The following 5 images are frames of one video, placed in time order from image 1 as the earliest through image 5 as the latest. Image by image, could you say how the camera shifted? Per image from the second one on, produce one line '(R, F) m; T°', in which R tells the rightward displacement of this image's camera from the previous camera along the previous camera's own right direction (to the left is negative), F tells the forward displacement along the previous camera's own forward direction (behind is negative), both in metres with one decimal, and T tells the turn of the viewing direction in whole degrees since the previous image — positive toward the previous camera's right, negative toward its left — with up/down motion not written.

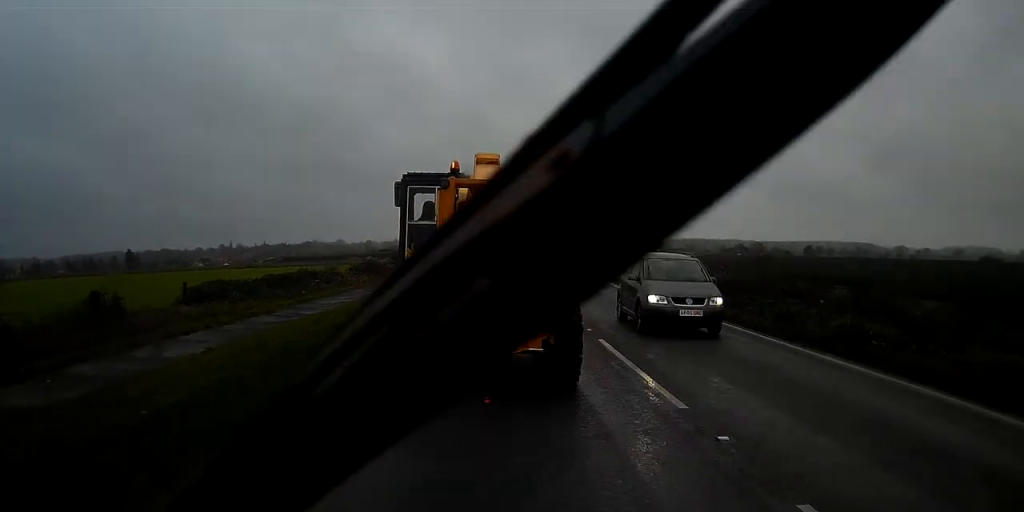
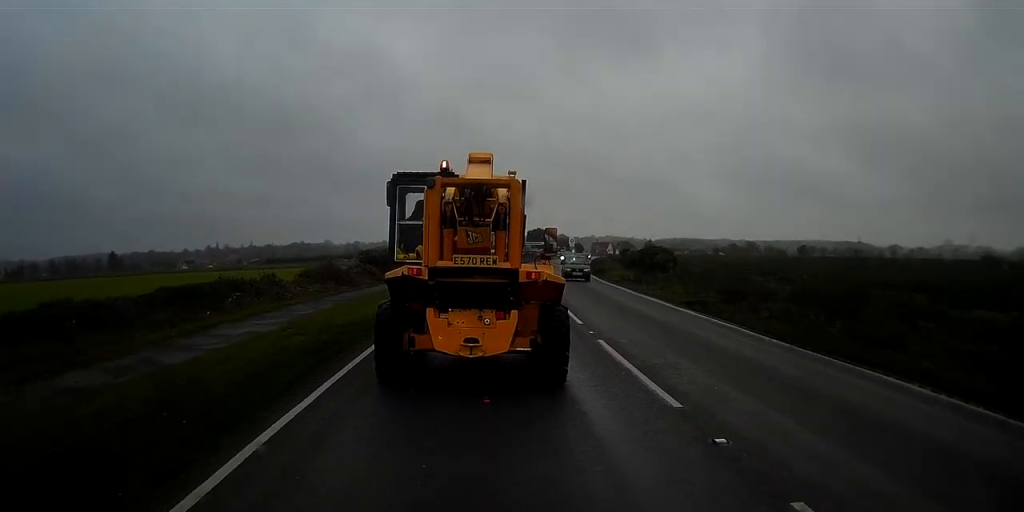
(+0.1, +9.1) m; +2°
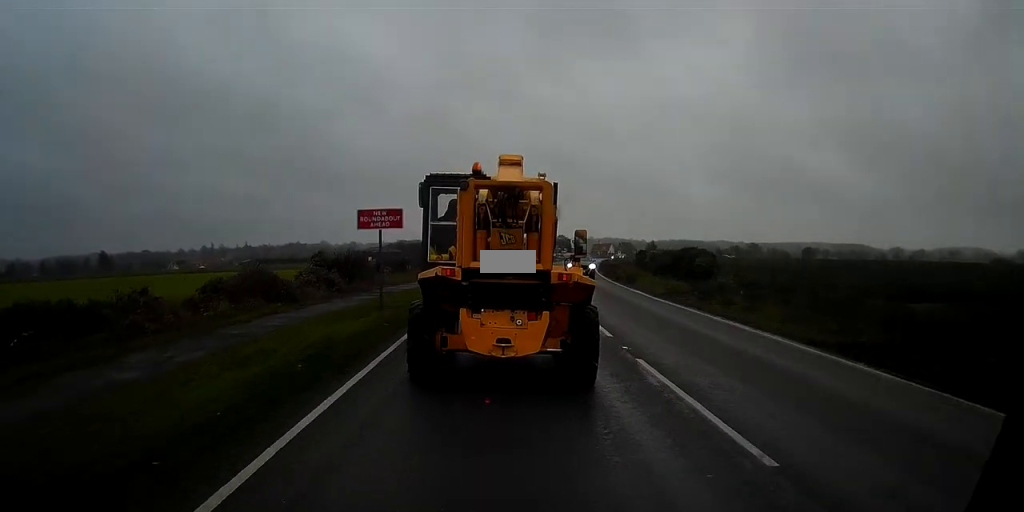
(0.0, +11.4) m; 0°
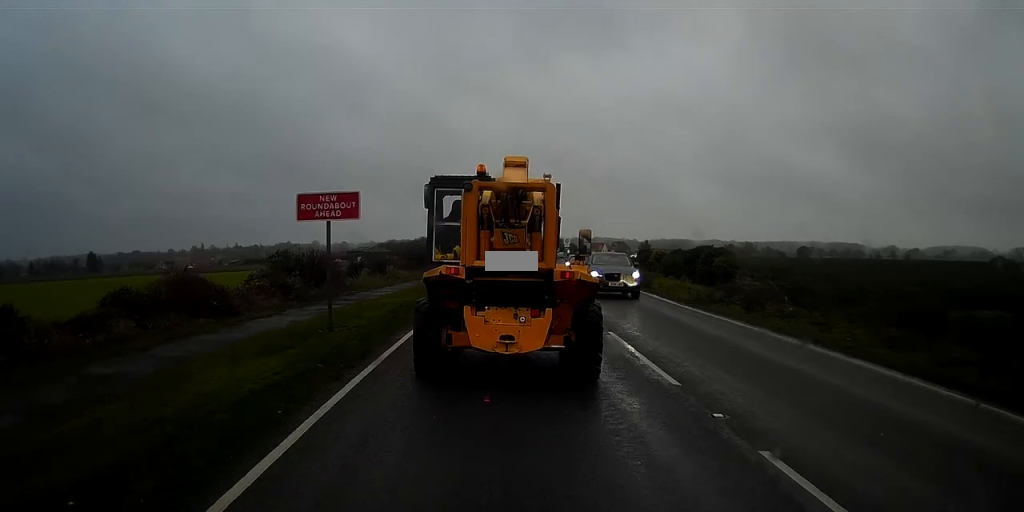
(0.0, +5.5) m; 0°
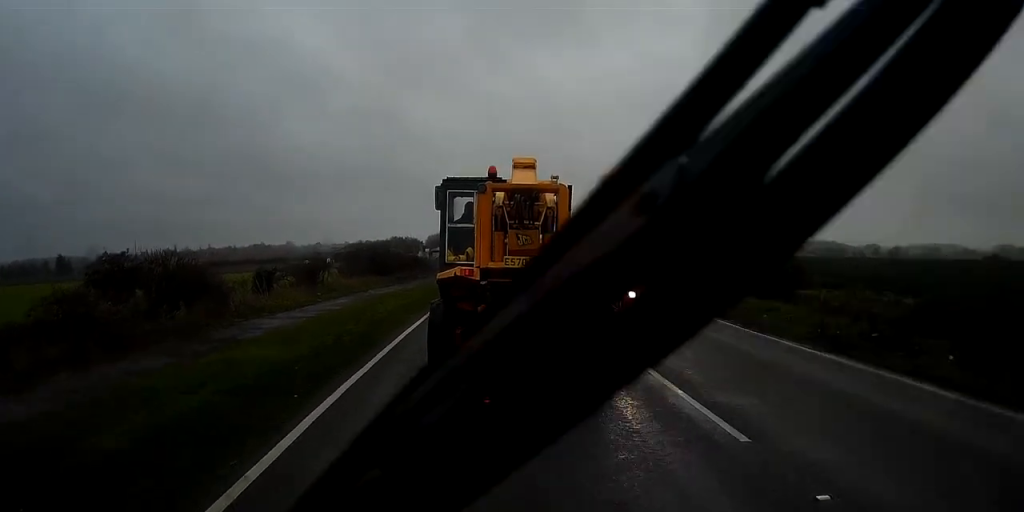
(0.0, +12.1) m; +2°
